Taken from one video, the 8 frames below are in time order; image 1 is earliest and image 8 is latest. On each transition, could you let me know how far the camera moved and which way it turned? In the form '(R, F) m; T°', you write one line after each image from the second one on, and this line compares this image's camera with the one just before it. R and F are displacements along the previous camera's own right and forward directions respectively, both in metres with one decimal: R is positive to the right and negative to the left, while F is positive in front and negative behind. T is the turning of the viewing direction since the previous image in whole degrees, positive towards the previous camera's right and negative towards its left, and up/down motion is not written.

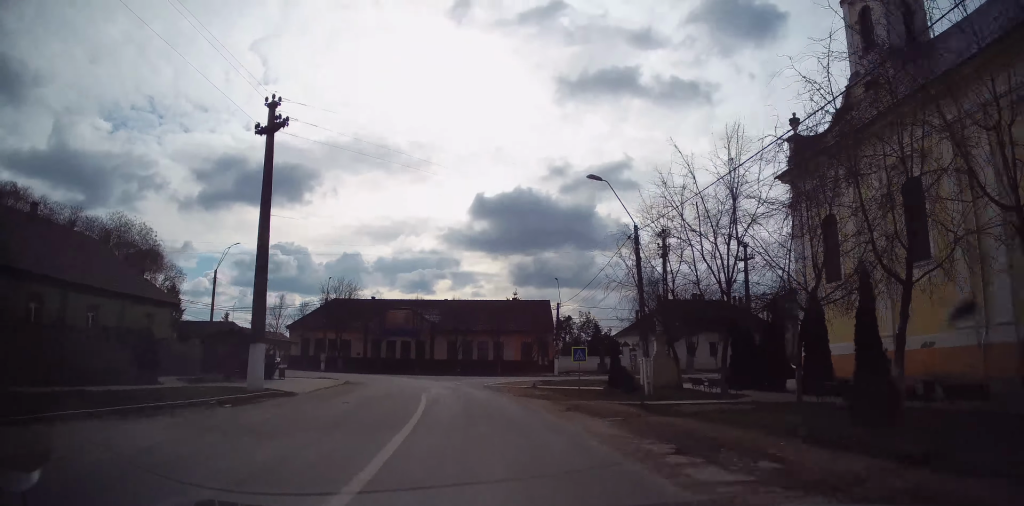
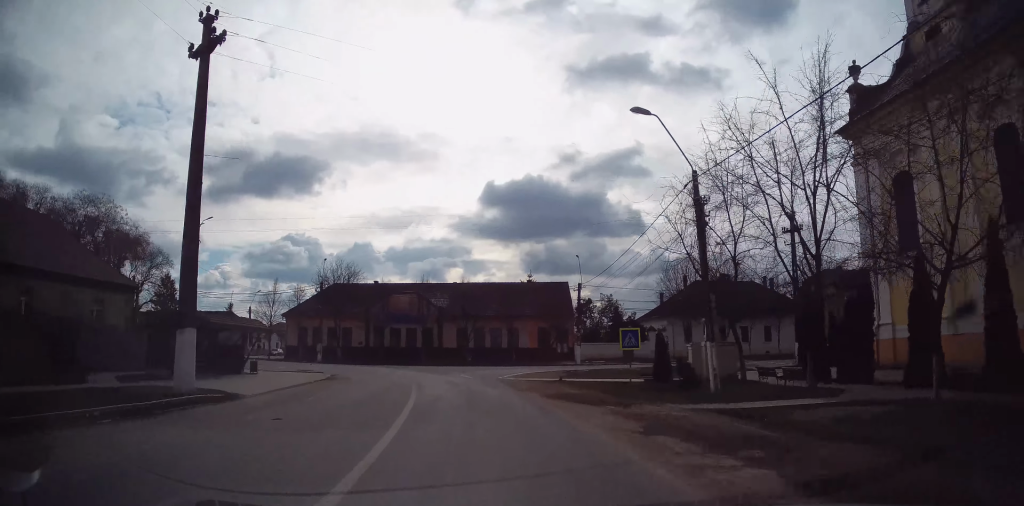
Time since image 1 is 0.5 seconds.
(+0.1, +6.7) m; -1°
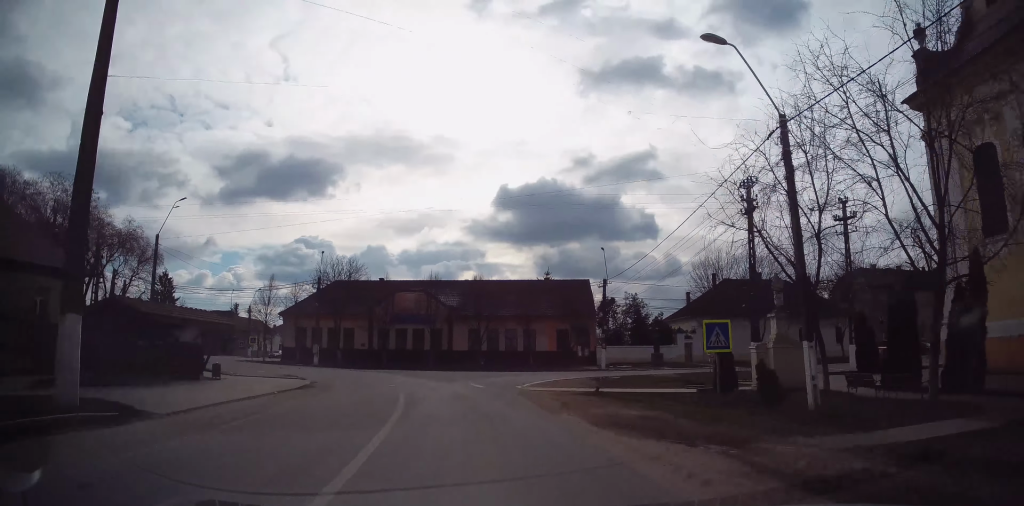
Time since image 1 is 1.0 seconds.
(-0.2, +5.6) m; -1°
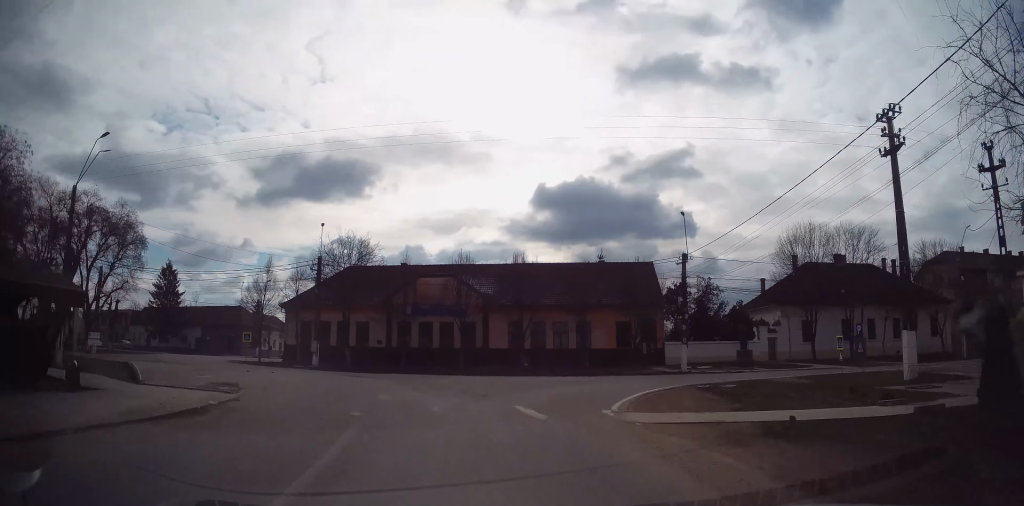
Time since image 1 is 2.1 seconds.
(-0.3, +11.5) m; -4°
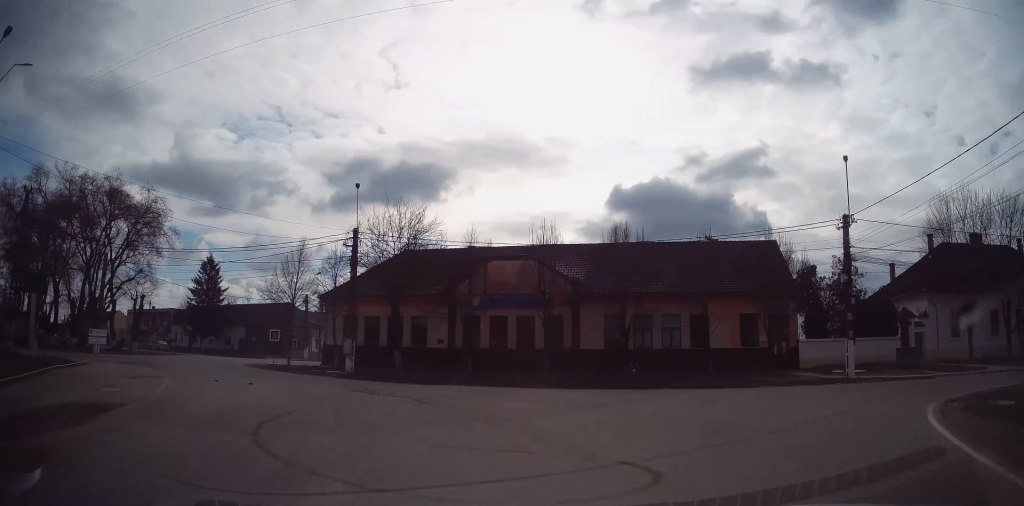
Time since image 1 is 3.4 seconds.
(-0.8, +11.3) m; -7°
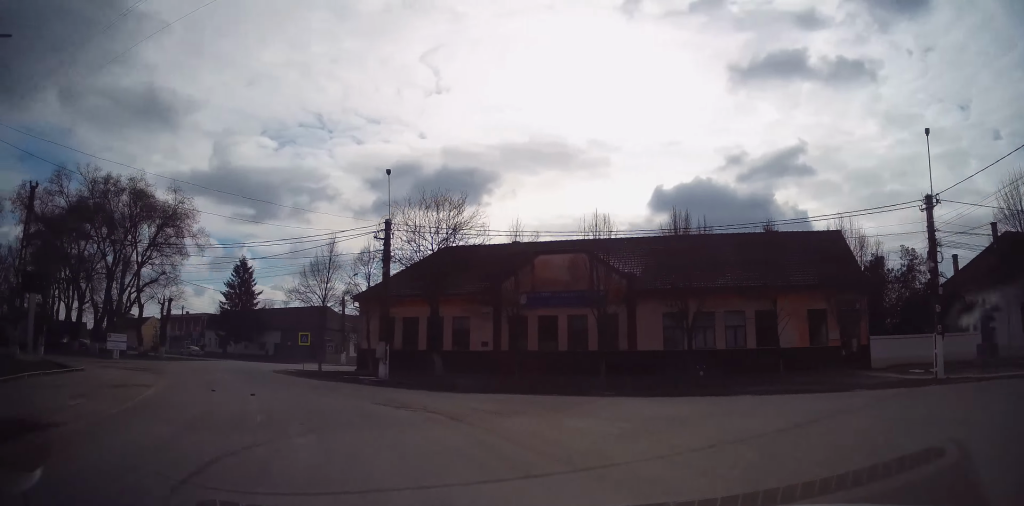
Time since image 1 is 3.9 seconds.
(-0.1, +3.6) m; -5°
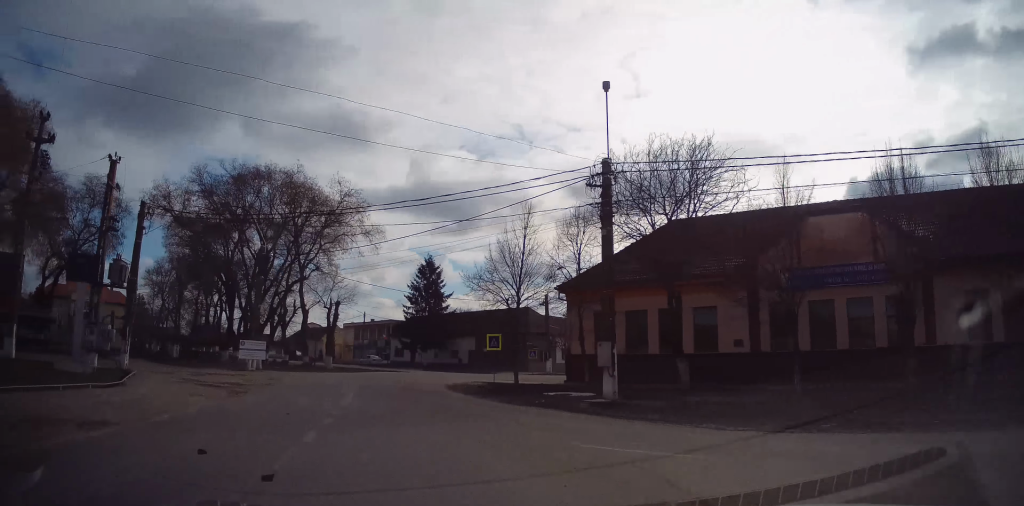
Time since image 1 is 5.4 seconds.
(-1.6, +10.6) m; -21°
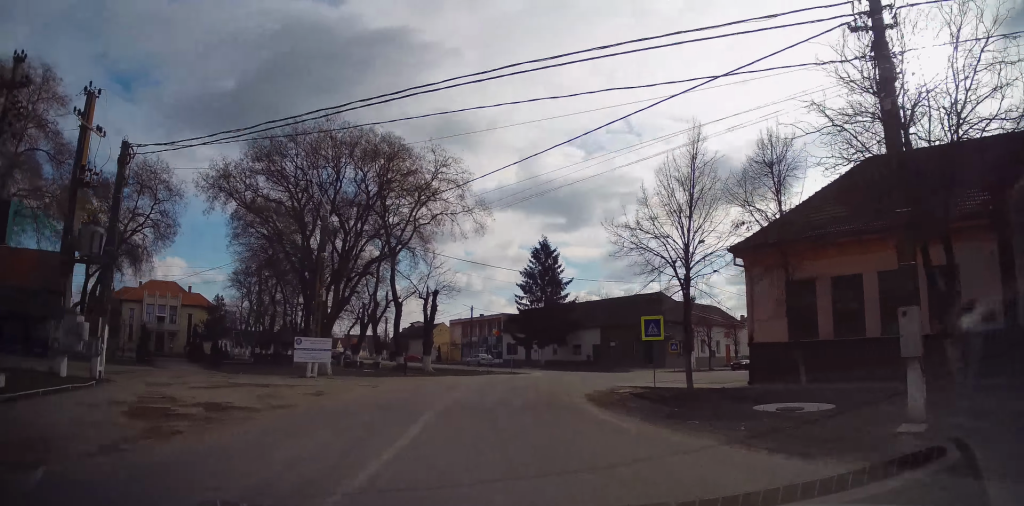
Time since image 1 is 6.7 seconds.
(-1.4, +9.0) m; -13°
